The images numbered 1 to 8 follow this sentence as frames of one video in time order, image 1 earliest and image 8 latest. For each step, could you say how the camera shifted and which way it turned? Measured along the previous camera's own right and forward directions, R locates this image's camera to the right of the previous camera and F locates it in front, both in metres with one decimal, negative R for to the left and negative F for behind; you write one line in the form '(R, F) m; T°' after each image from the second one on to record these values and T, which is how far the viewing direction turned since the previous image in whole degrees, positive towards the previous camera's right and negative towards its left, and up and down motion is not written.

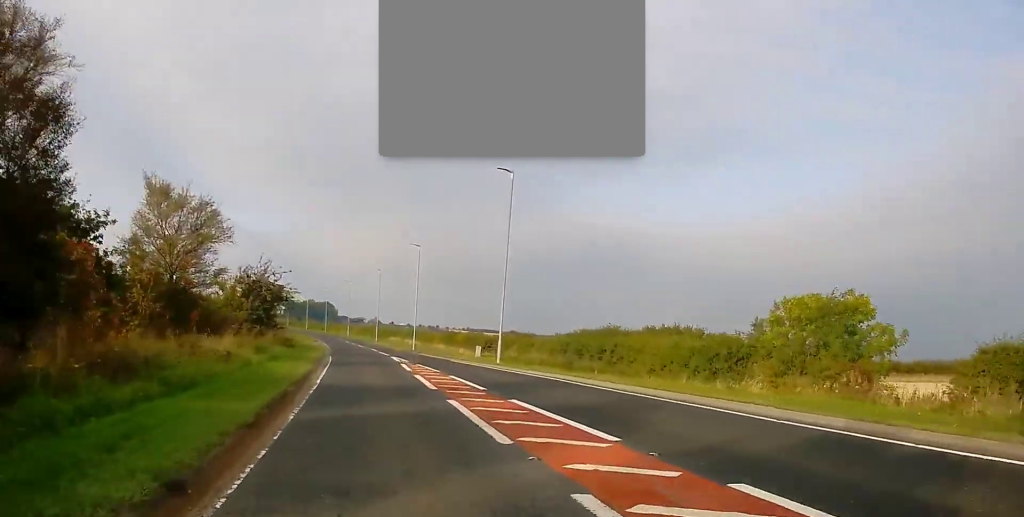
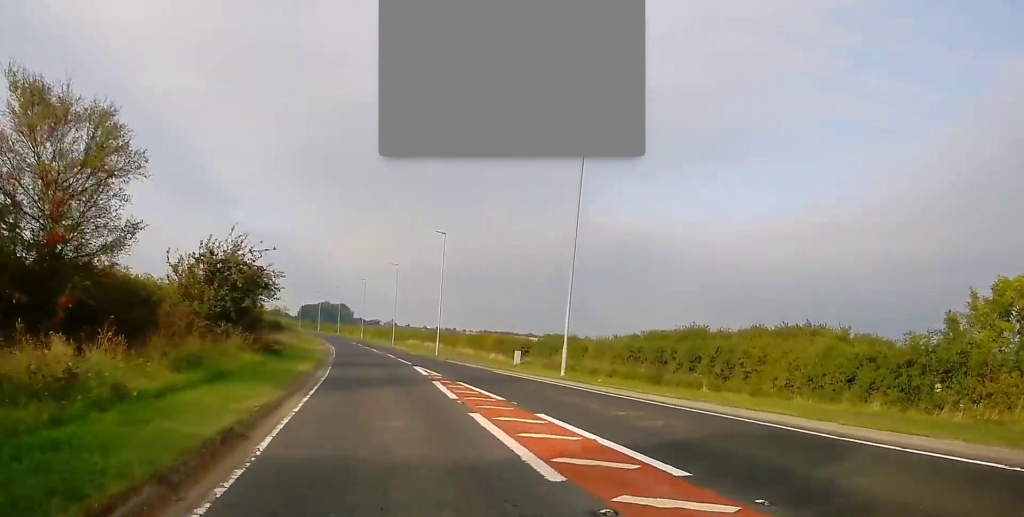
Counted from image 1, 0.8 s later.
(-0.2, +11.5) m; -1°
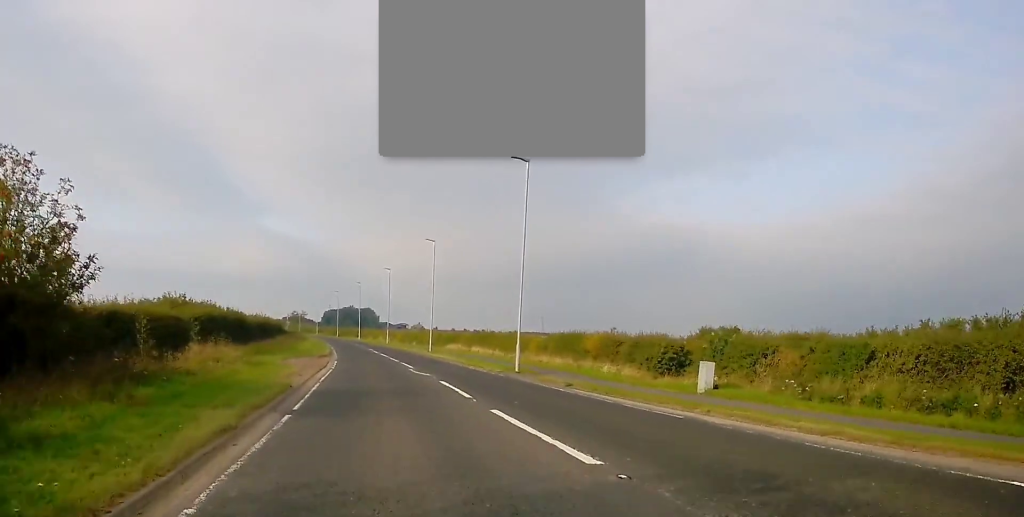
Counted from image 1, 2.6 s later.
(+0.2, +27.7) m; 0°
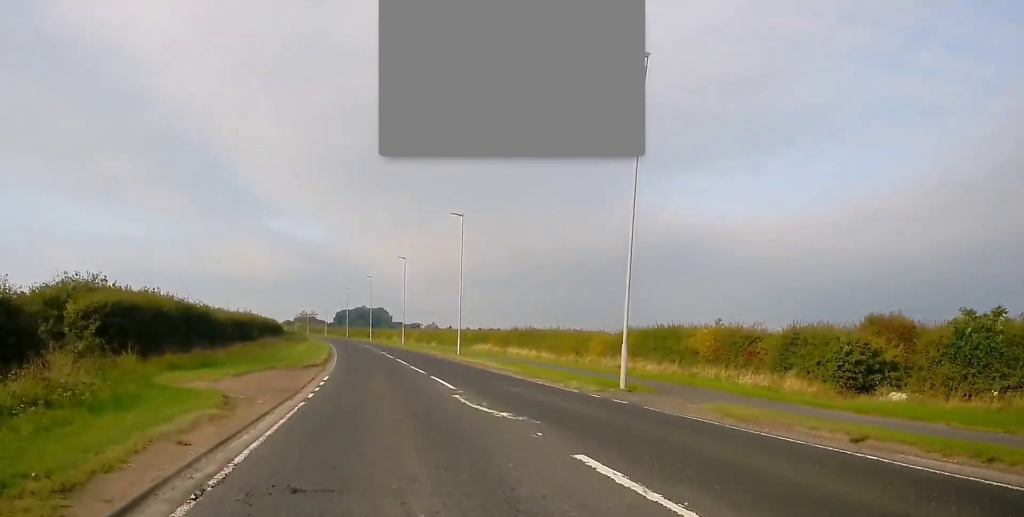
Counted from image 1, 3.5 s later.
(0.0, +14.7) m; -2°
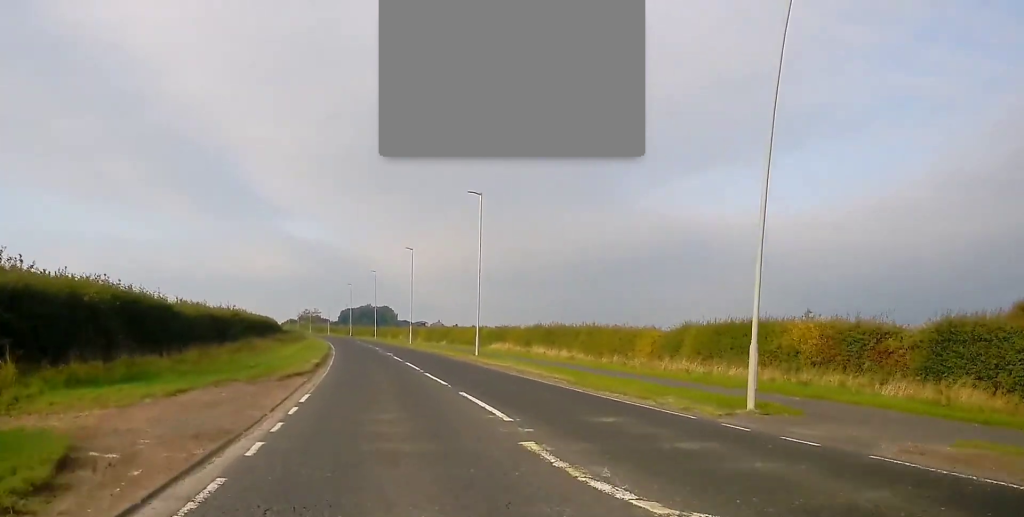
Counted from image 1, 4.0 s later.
(-0.2, +7.9) m; -2°
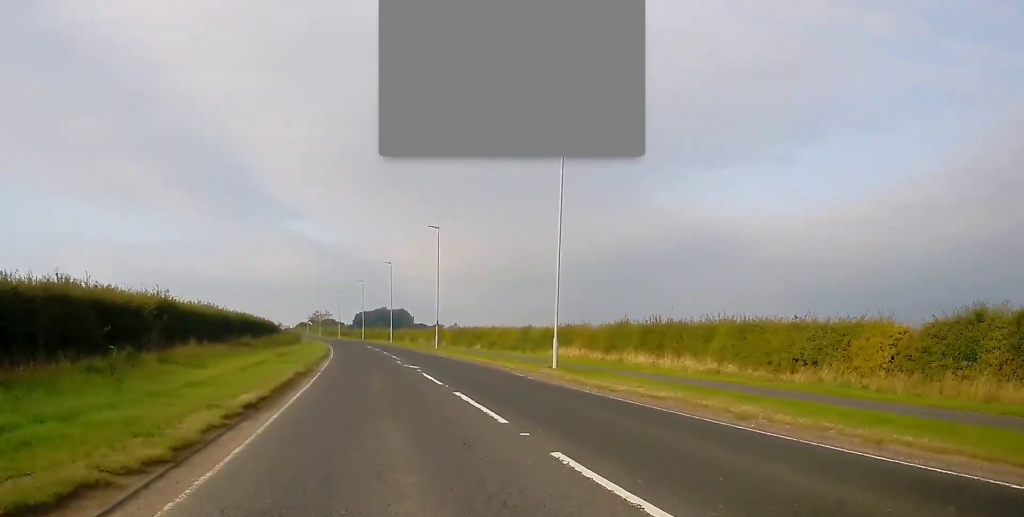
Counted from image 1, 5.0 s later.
(-0.5, +18.3) m; 0°
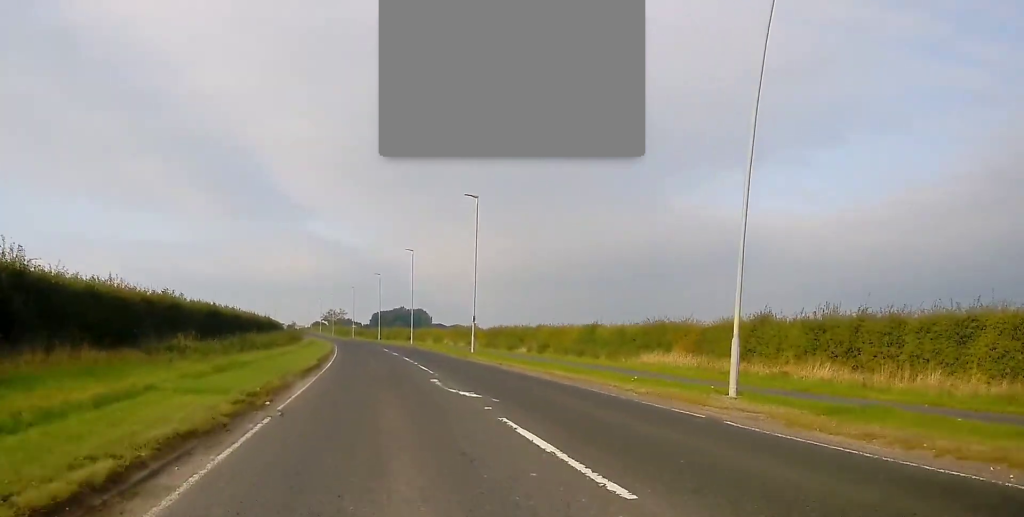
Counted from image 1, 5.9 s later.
(+0.3, +14.5) m; 0°
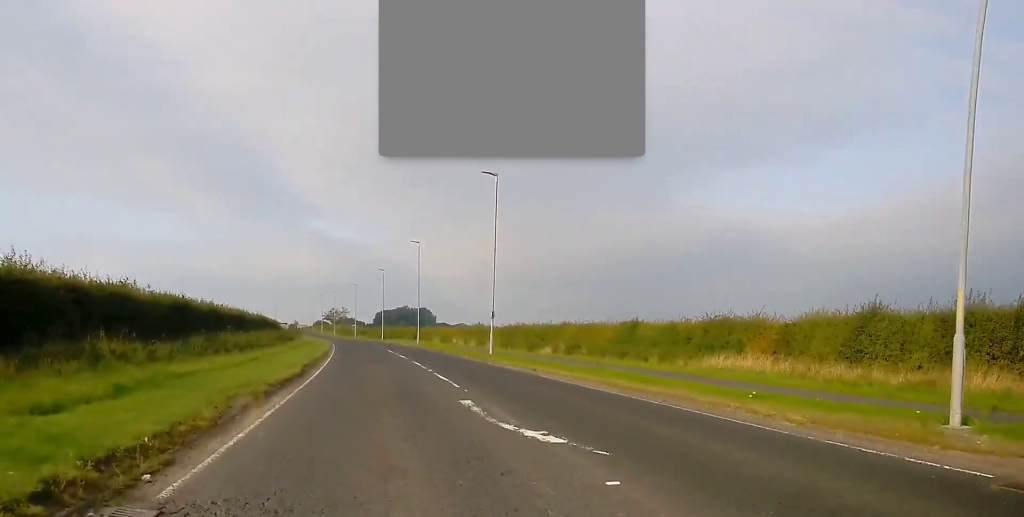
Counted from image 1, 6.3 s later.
(+0.2, +6.9) m; 0°
